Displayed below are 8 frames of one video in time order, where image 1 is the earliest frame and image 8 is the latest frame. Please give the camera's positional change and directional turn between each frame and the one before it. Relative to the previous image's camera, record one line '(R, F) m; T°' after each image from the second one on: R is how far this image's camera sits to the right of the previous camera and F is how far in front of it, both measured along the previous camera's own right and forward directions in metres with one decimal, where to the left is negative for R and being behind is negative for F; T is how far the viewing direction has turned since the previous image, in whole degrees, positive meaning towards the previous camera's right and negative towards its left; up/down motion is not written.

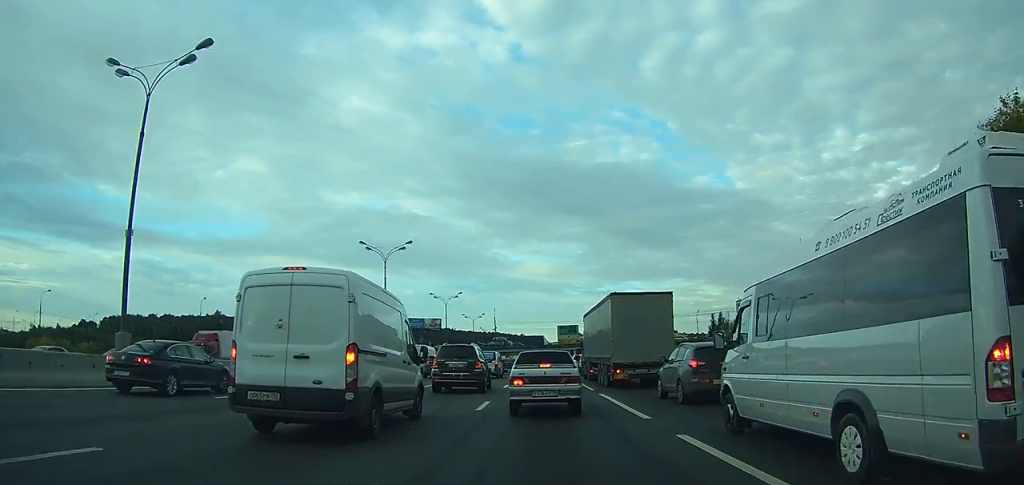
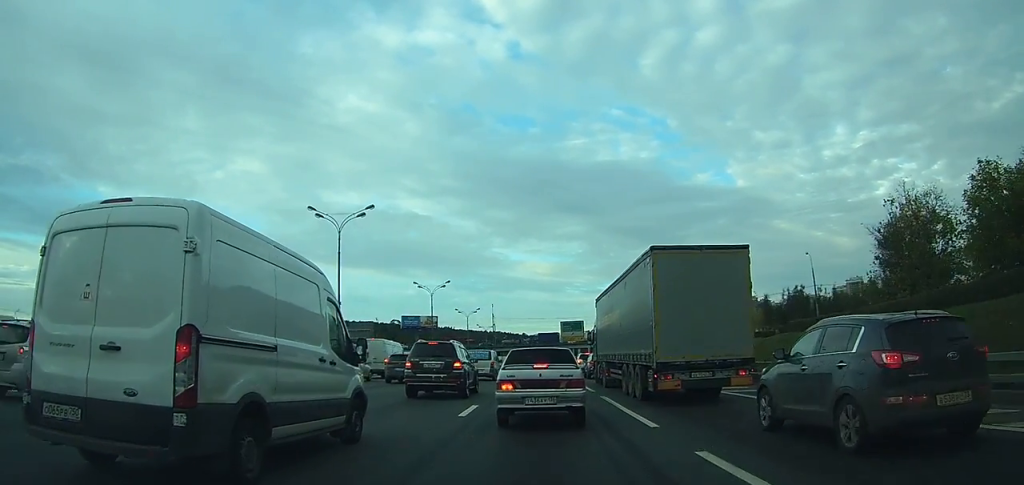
(+0.2, +11.6) m; +2°
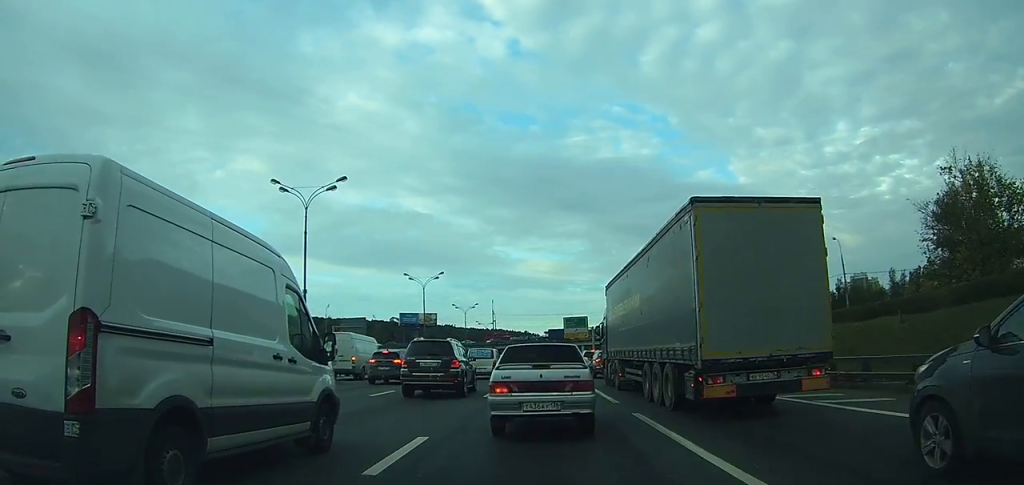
(+0.1, +6.6) m; 0°
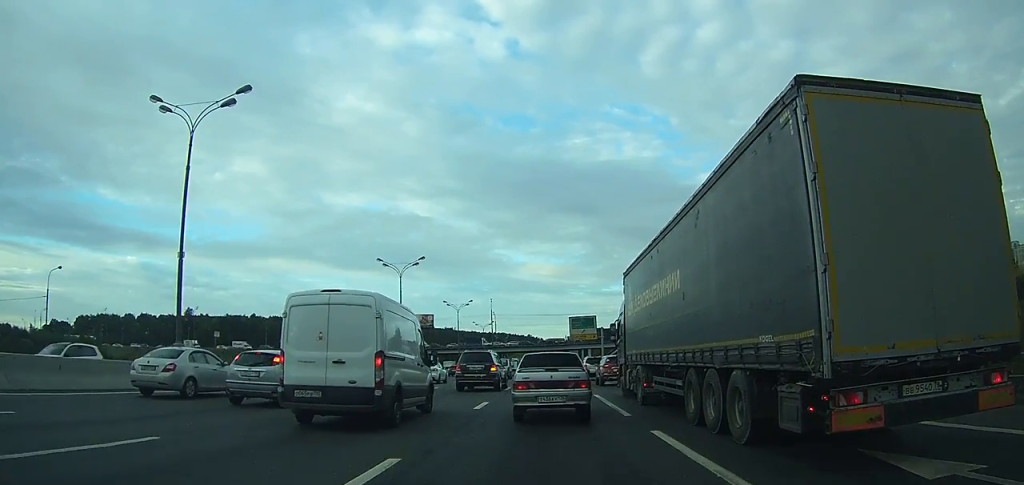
(-0.7, +17.4) m; -3°
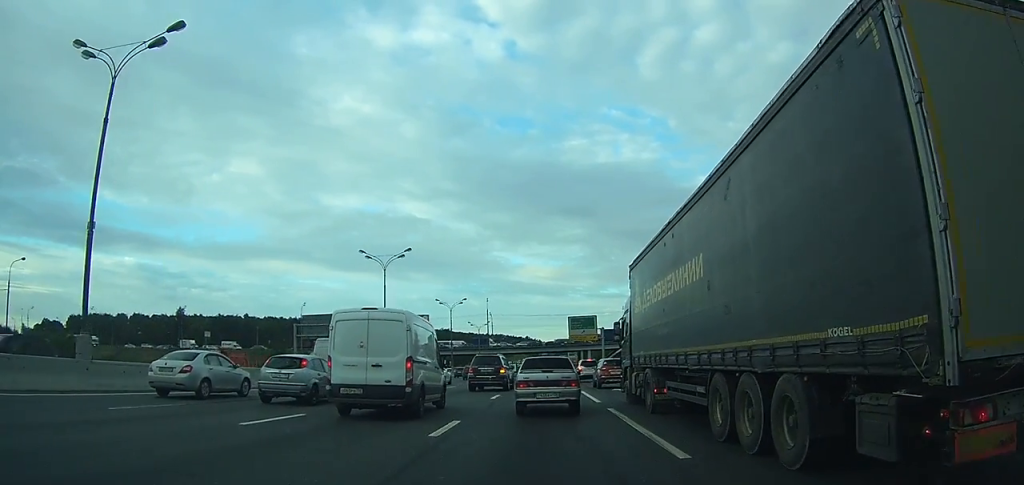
(+0.1, +5.4) m; 0°
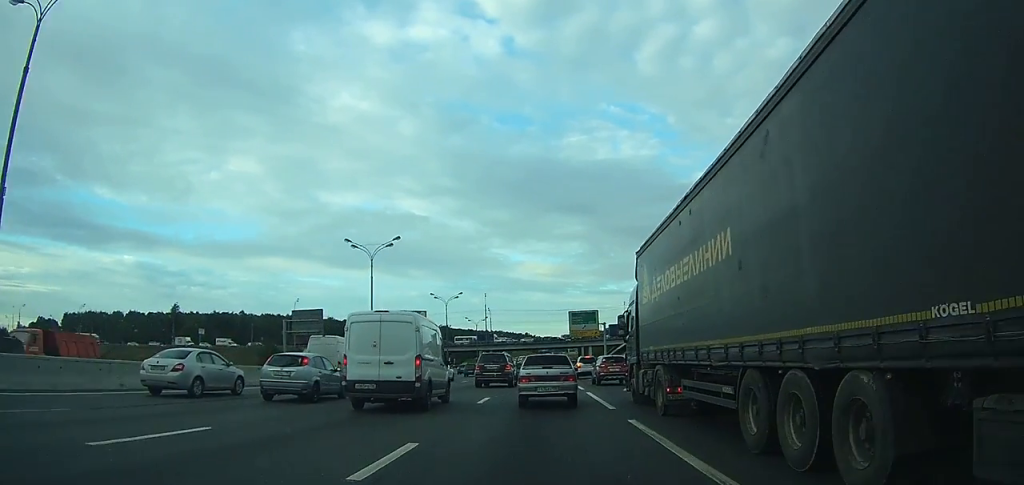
(-0.1, +3.8) m; 0°
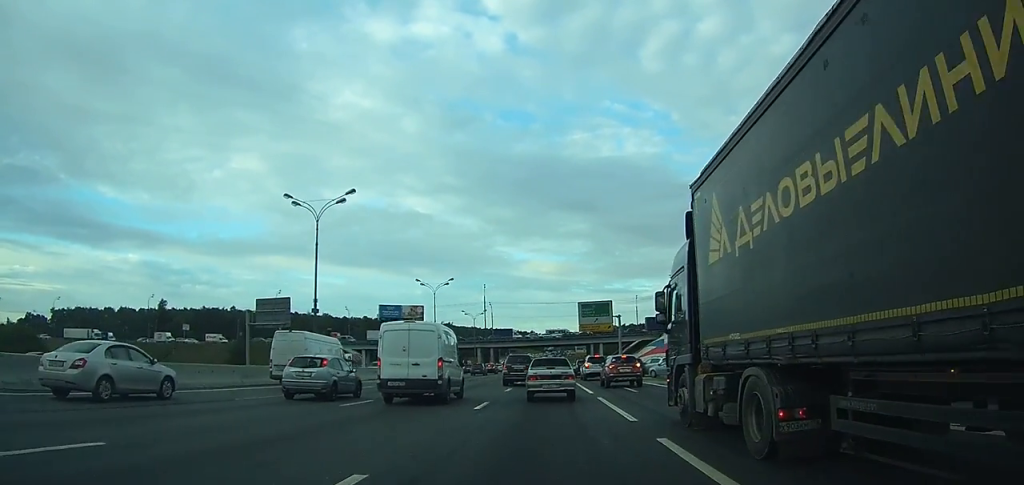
(0.0, +13.2) m; +1°
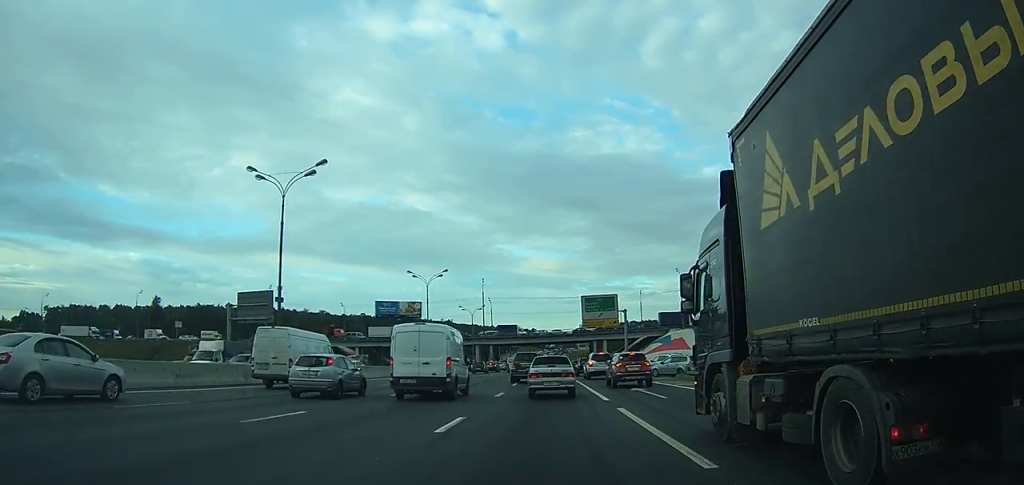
(+0.1, +5.5) m; 0°
